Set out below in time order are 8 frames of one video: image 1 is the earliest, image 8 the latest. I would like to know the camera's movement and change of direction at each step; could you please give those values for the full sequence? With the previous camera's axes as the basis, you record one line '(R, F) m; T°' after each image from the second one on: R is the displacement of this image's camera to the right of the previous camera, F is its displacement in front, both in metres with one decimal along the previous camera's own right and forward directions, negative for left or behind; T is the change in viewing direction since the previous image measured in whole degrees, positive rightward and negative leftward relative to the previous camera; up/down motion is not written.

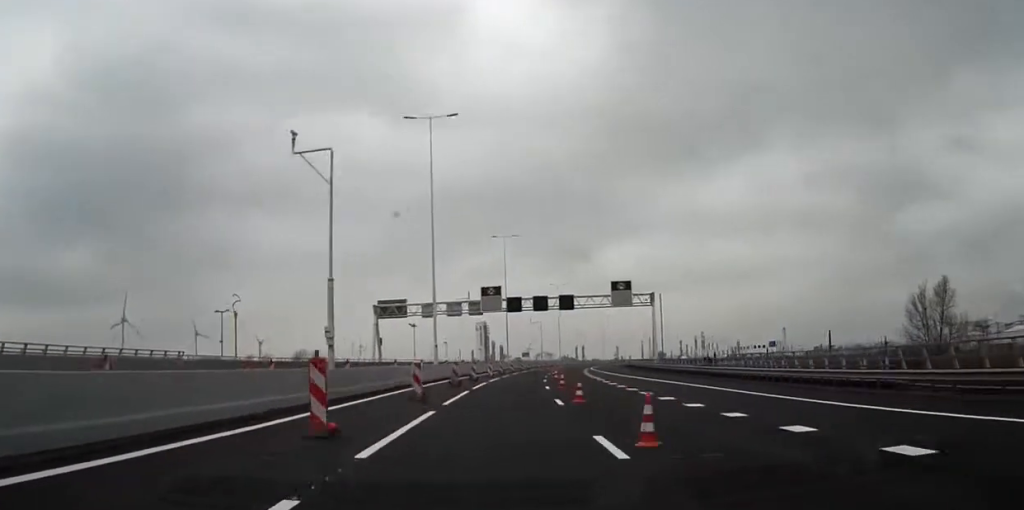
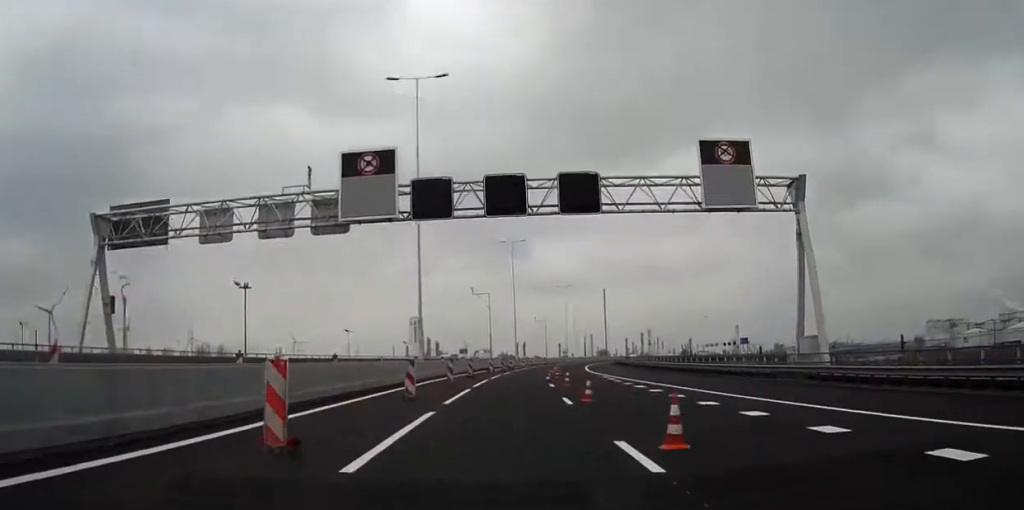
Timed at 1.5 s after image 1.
(+2.1, +60.9) m; +7°
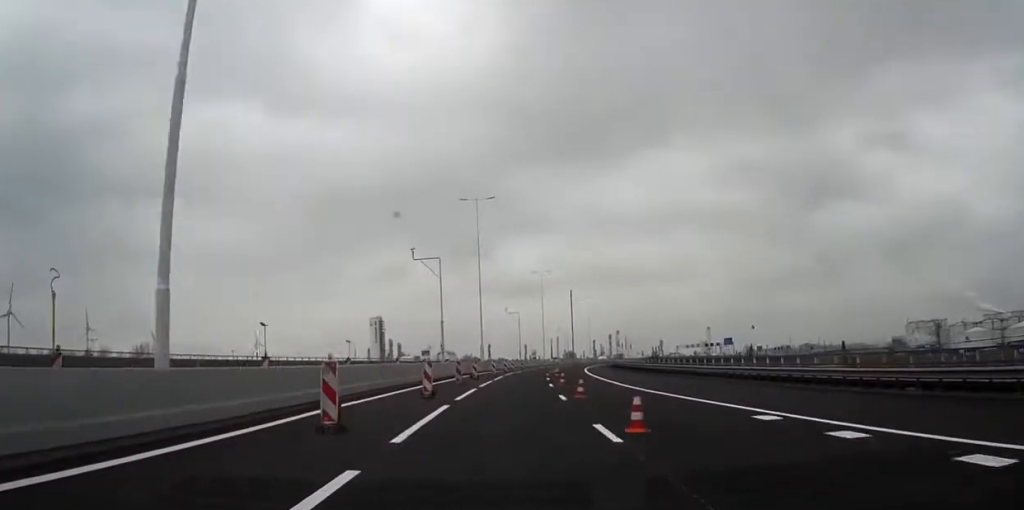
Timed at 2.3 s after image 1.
(+2.1, +32.8) m; +5°
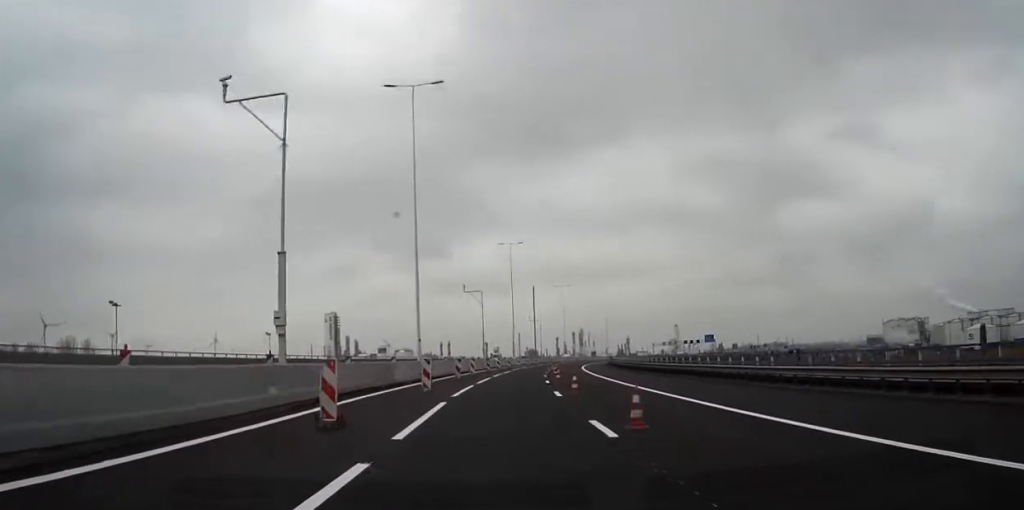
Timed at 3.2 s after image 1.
(+1.7, +36.0) m; +4°
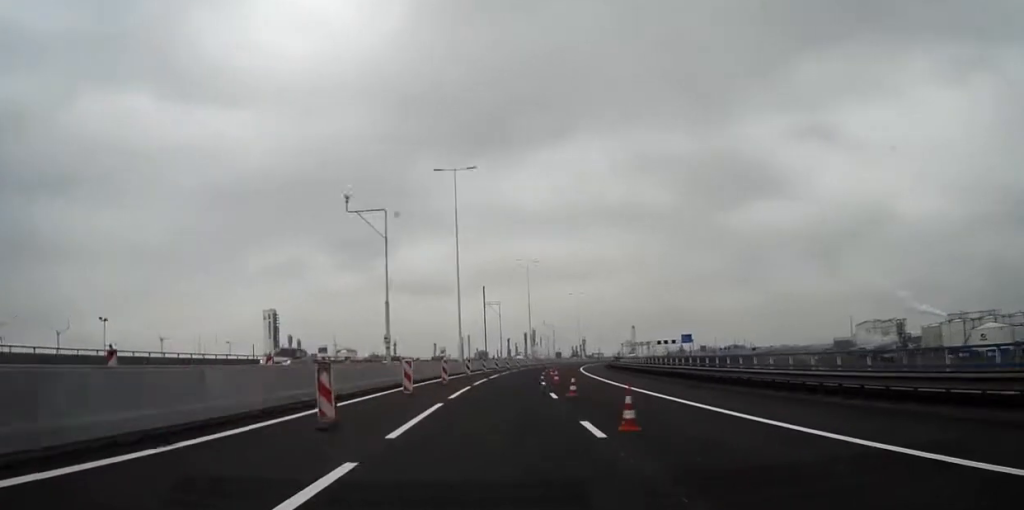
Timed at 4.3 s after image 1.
(+1.7, +48.9) m; +4°
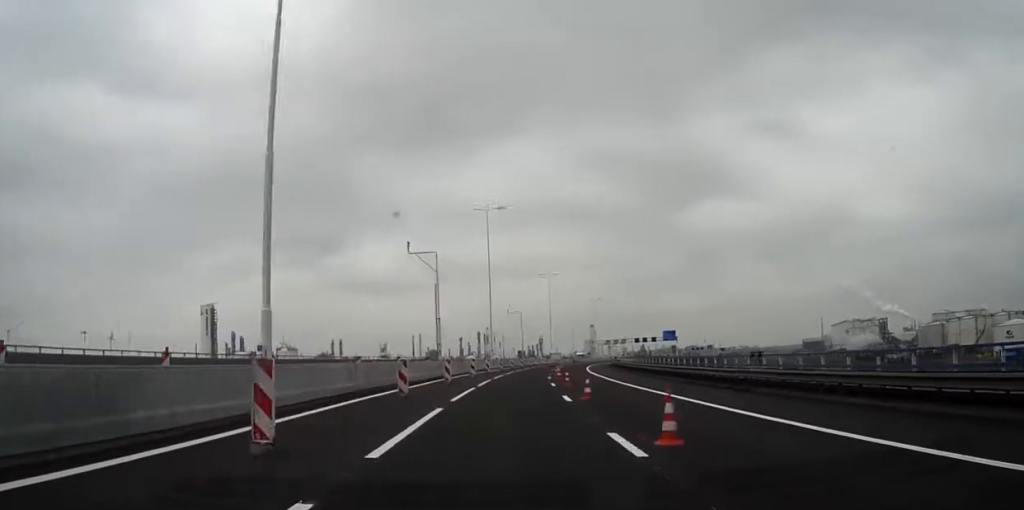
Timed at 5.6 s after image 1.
(+1.4, +52.0) m; +3°
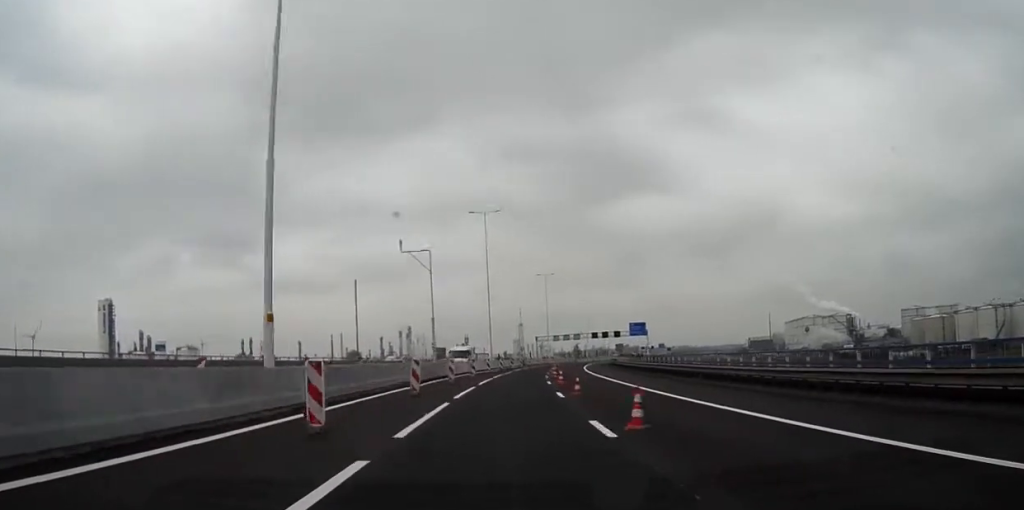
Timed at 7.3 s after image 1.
(+2.7, +71.6) m; +5°
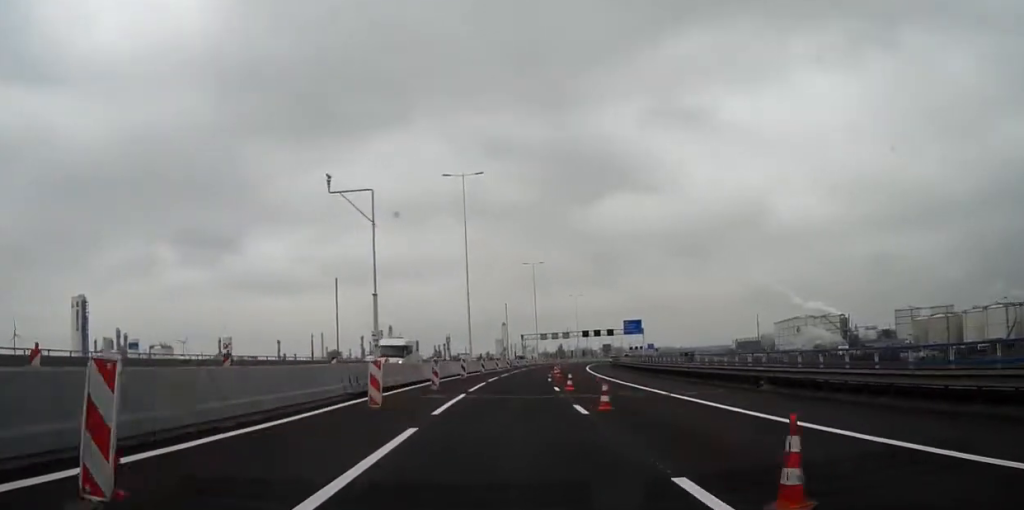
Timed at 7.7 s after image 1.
(+0.1, +19.6) m; +2°
